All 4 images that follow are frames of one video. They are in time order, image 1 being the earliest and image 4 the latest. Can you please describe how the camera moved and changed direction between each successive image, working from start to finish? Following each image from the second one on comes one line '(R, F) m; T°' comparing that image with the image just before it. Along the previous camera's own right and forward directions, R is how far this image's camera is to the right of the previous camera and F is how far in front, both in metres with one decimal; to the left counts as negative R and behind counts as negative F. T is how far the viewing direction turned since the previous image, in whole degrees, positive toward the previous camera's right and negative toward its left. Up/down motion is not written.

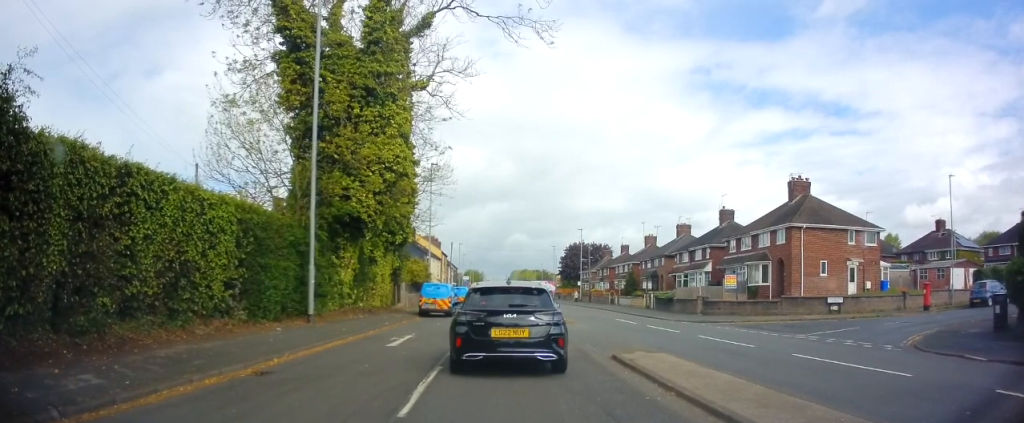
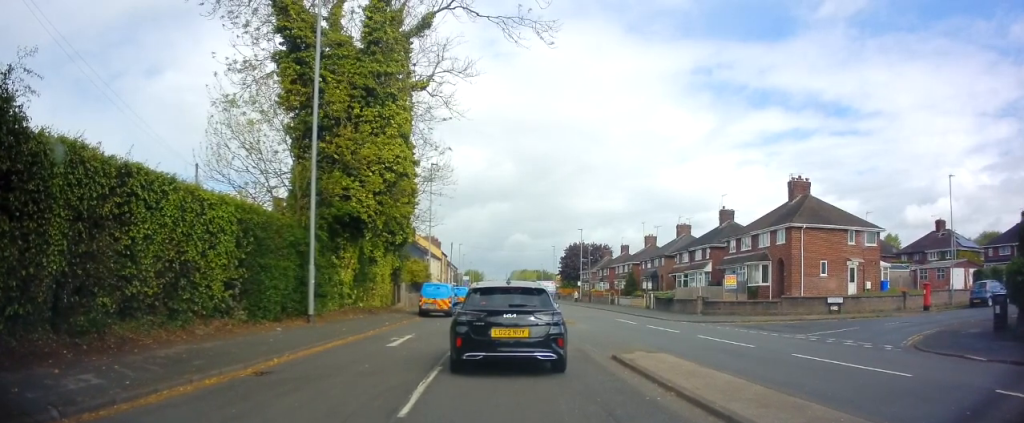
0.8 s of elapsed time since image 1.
(0.0, 0.0) m; 0°
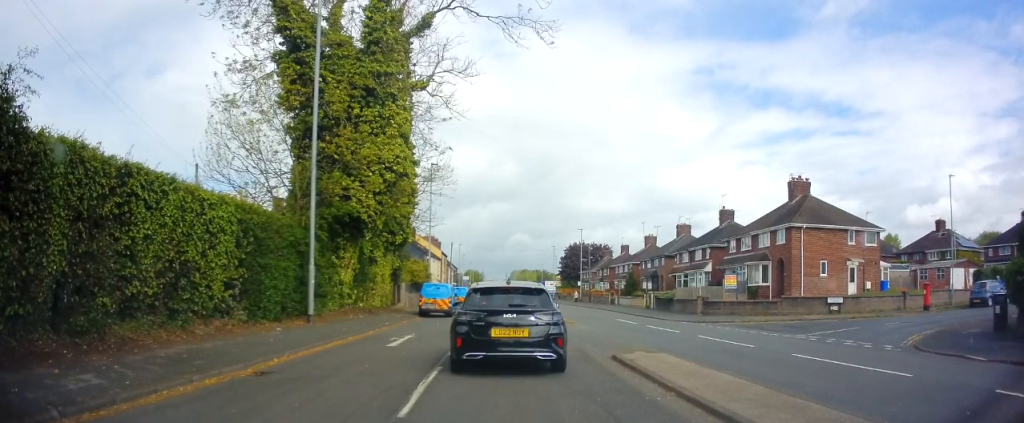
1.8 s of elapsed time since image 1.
(0.0, 0.0) m; 0°
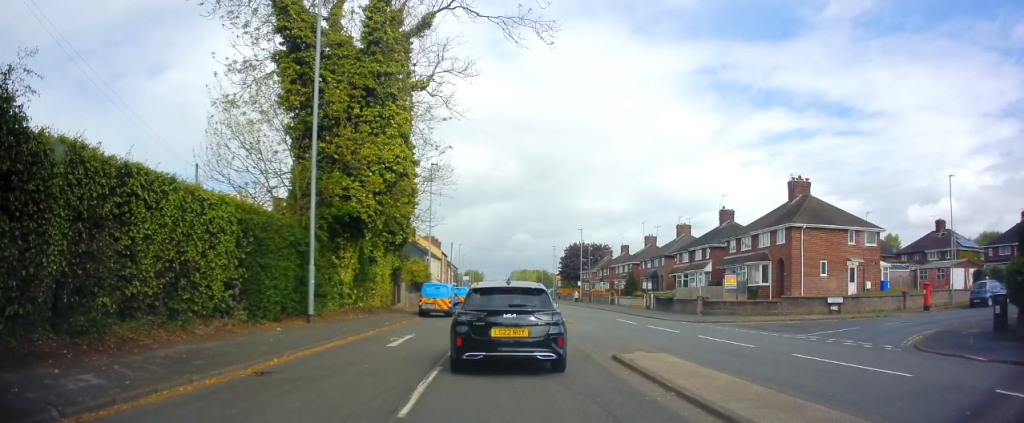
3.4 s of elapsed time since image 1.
(0.0, 0.0) m; 0°
